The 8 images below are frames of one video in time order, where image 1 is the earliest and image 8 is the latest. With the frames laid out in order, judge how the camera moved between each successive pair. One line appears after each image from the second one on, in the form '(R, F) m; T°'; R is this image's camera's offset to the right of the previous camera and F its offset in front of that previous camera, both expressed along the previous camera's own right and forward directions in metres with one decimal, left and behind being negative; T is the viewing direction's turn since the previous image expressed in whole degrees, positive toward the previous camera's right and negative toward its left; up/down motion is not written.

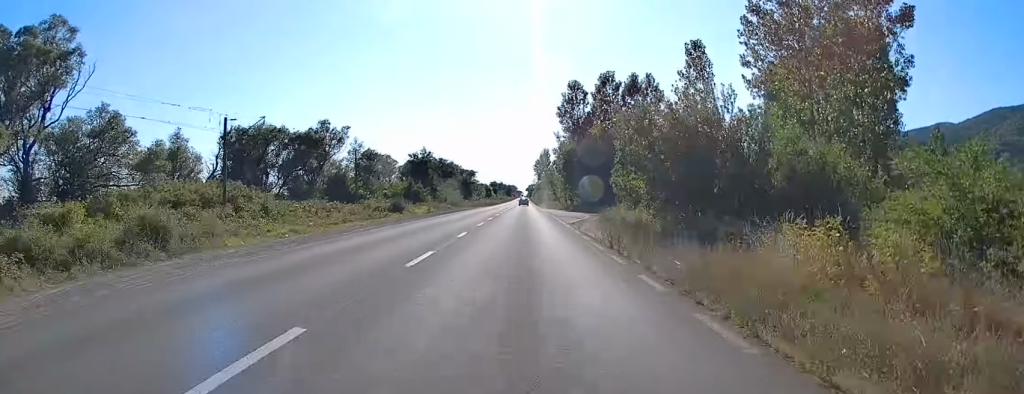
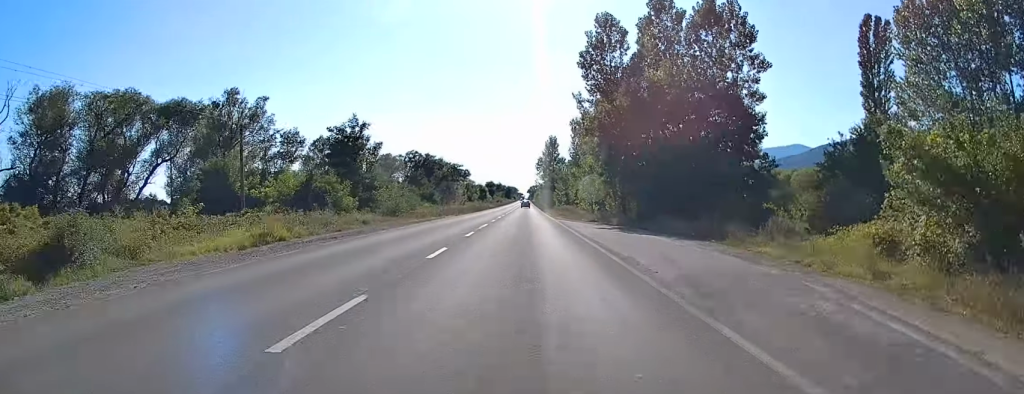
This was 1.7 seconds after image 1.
(-0.1, +42.4) m; 0°
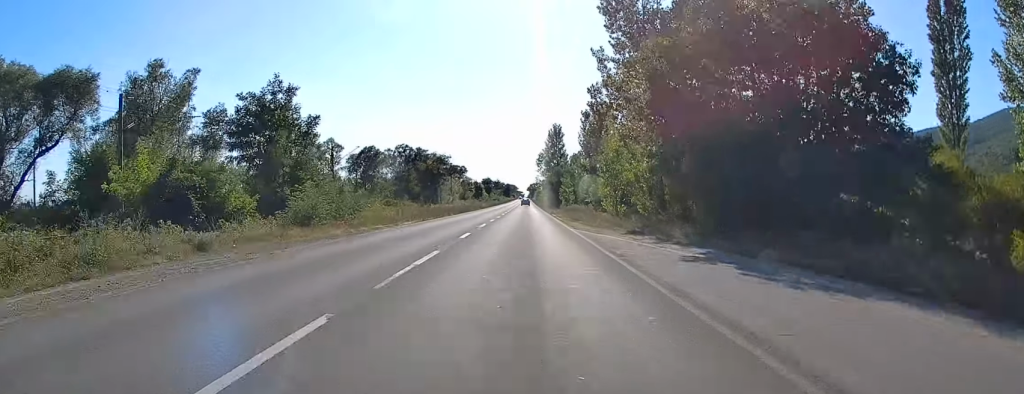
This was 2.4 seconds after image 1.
(0.0, +19.5) m; 0°
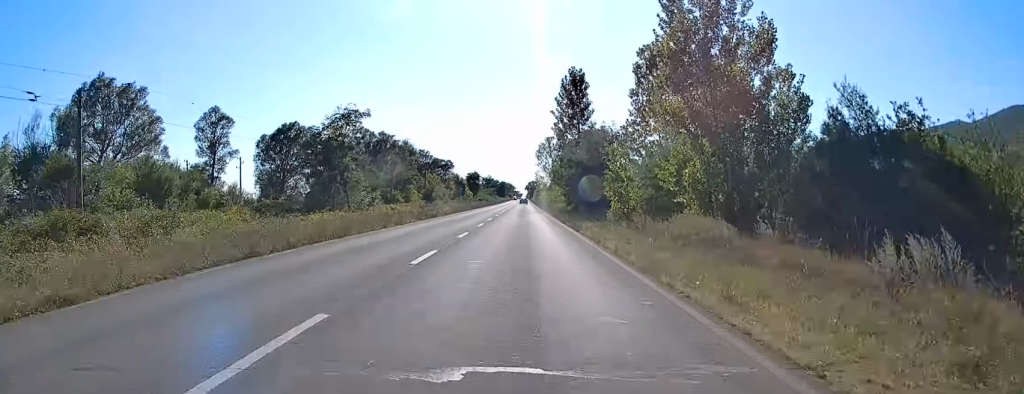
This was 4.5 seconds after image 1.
(-0.1, +53.4) m; 0°
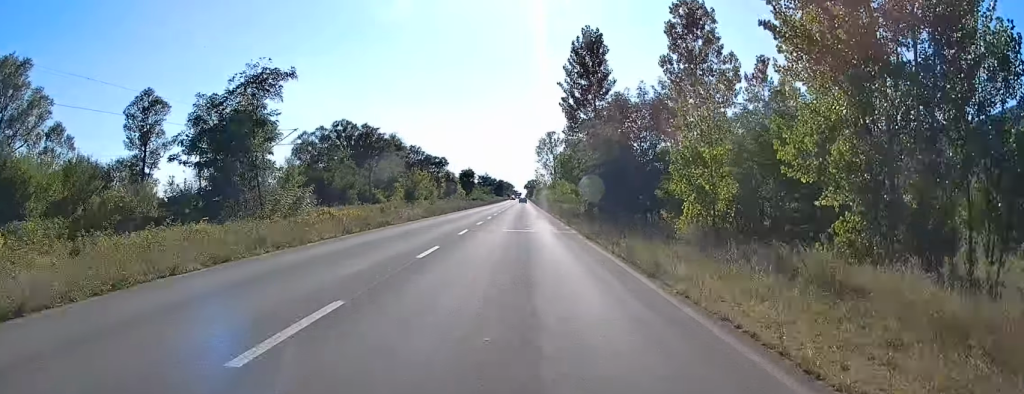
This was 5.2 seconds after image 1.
(0.0, +17.0) m; 0°
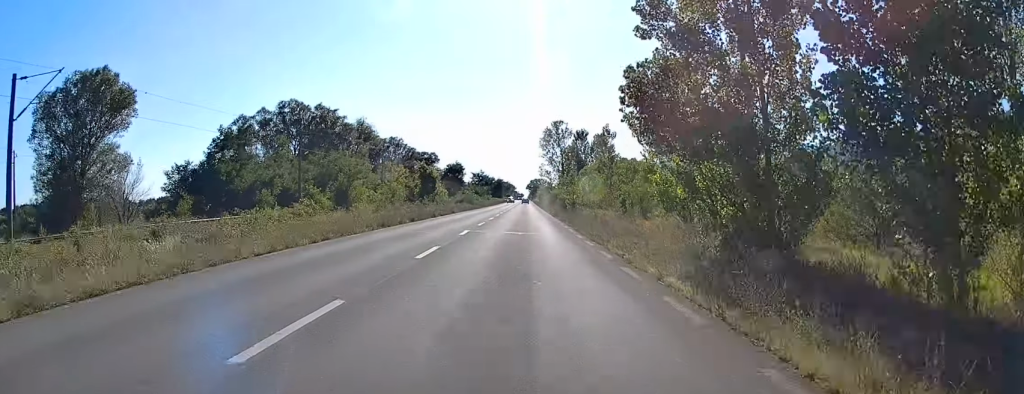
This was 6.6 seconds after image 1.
(0.0, +35.8) m; 0°
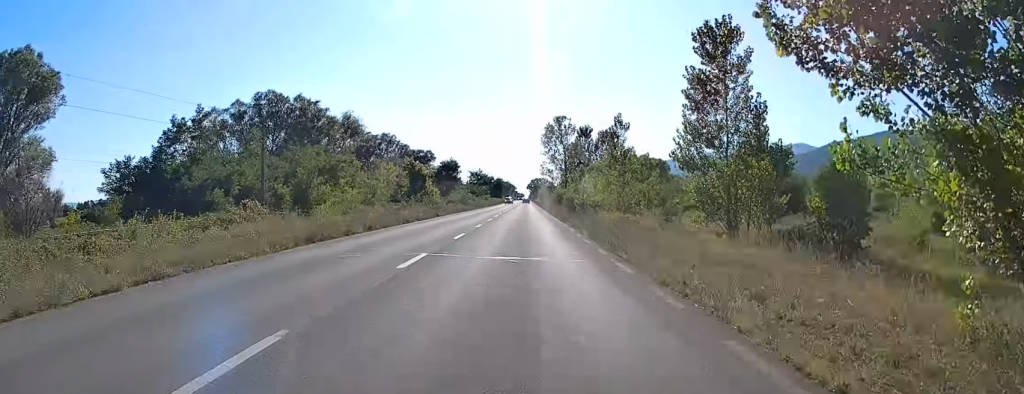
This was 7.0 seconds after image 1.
(0.0, +11.1) m; 0°
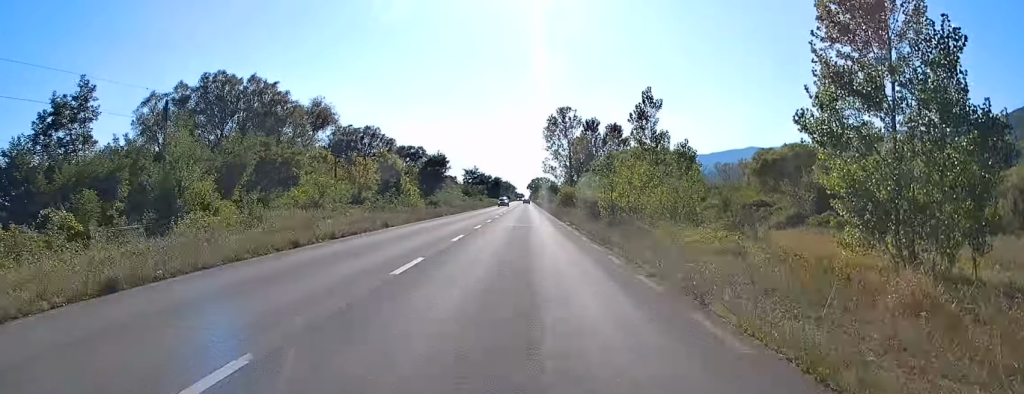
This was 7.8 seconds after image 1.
(0.0, +18.7) m; 0°
